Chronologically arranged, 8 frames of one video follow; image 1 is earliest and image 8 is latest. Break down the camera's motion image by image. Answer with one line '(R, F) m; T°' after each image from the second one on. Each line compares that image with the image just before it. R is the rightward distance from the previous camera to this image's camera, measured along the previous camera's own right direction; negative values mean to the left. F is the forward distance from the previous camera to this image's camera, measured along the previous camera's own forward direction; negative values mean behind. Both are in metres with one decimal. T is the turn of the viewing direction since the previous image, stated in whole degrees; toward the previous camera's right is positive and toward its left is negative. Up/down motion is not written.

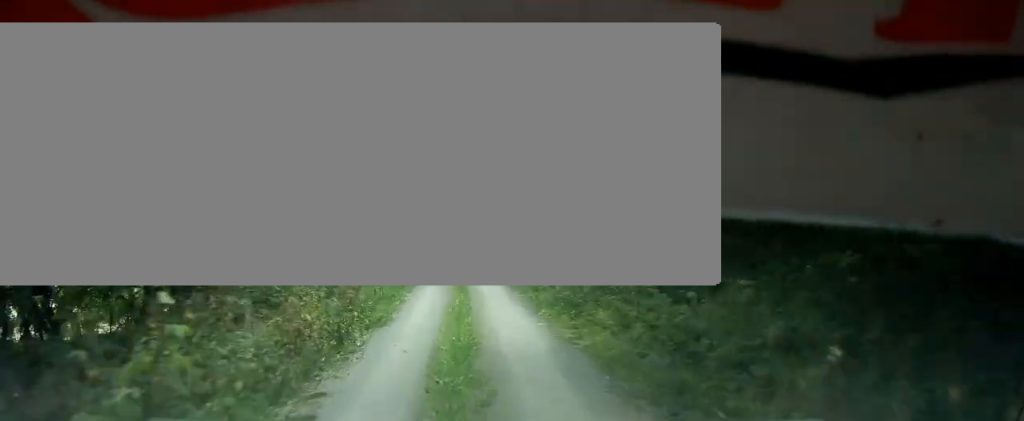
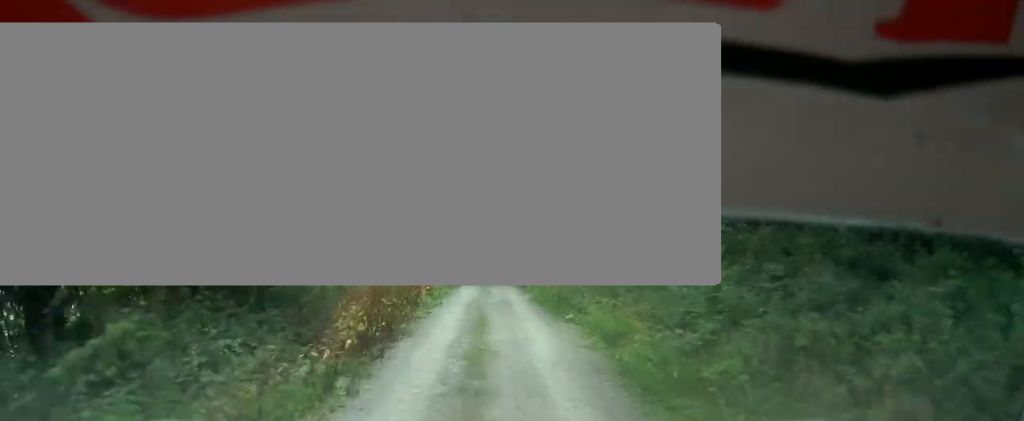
(-3.1, +35.4) m; -2°
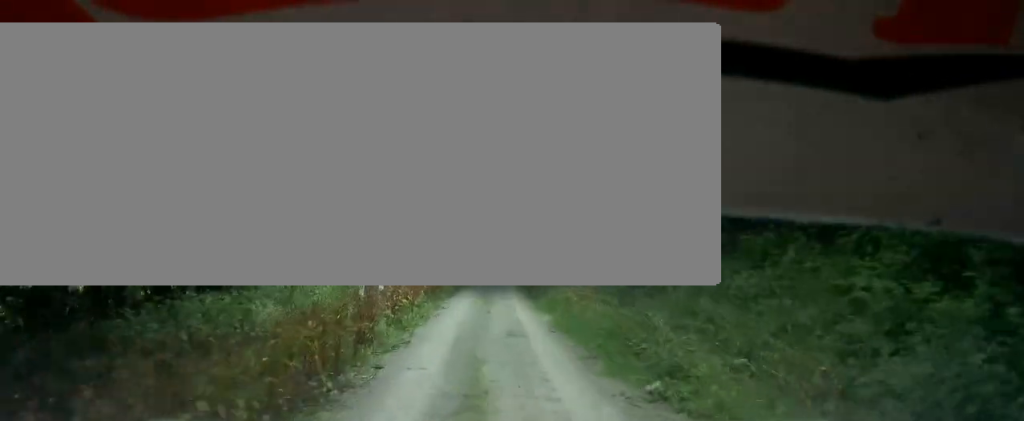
(+0.1, +6.6) m; +1°
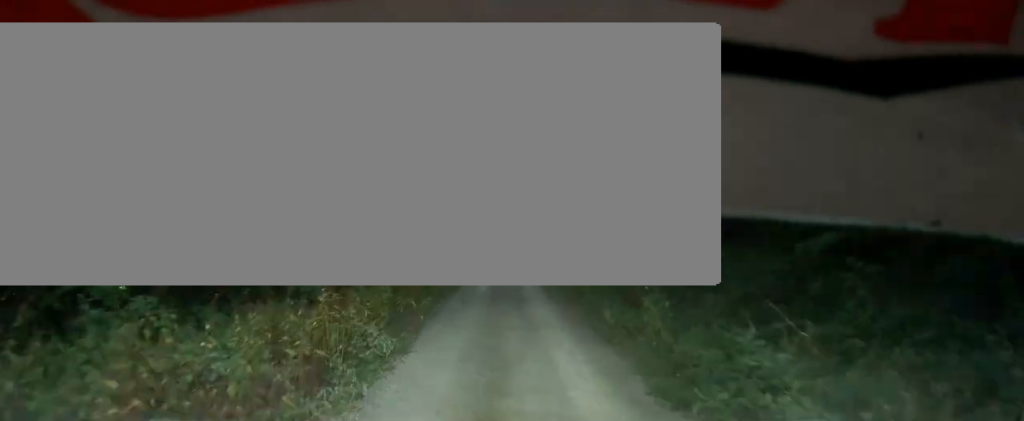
(+0.1, +15.6) m; 0°
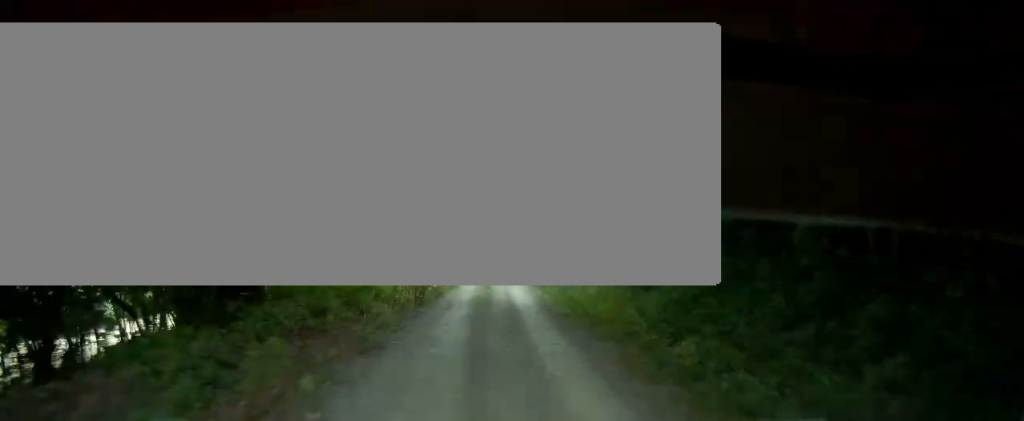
(0.0, +8.2) m; 0°
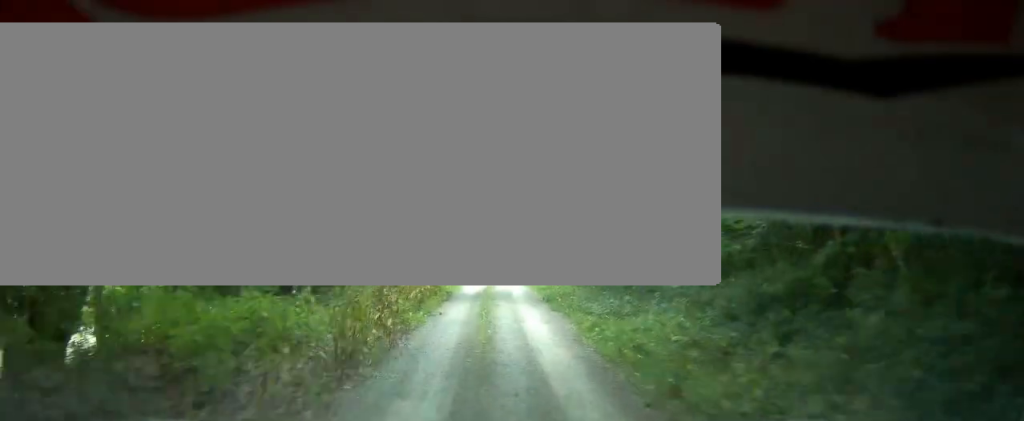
(0.0, +7.2) m; 0°
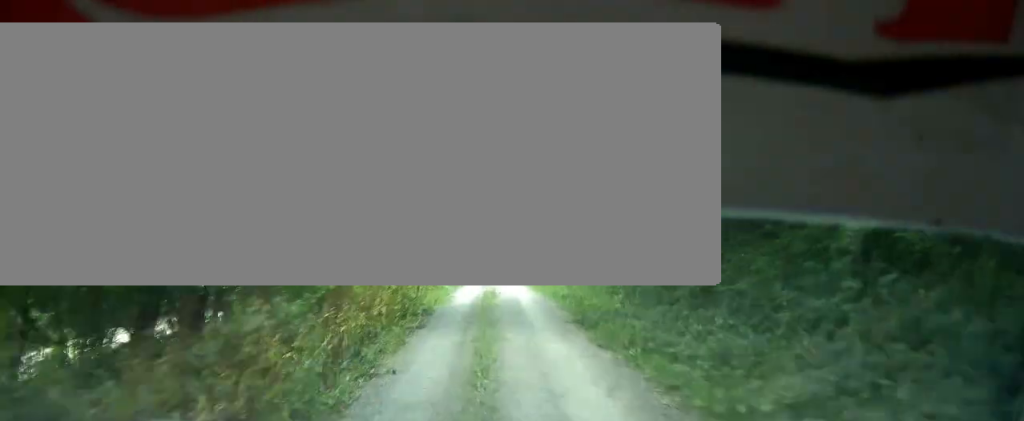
(0.0, +6.1) m; 0°
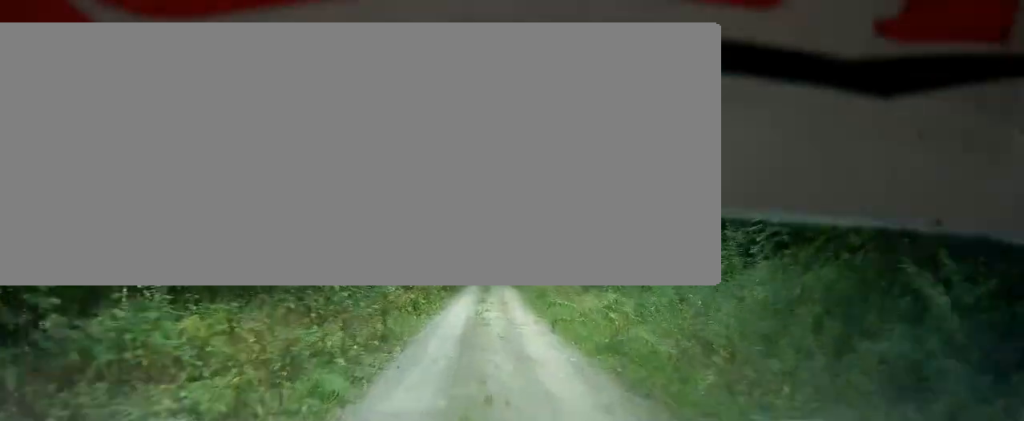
(+0.1, +12.6) m; +1°
